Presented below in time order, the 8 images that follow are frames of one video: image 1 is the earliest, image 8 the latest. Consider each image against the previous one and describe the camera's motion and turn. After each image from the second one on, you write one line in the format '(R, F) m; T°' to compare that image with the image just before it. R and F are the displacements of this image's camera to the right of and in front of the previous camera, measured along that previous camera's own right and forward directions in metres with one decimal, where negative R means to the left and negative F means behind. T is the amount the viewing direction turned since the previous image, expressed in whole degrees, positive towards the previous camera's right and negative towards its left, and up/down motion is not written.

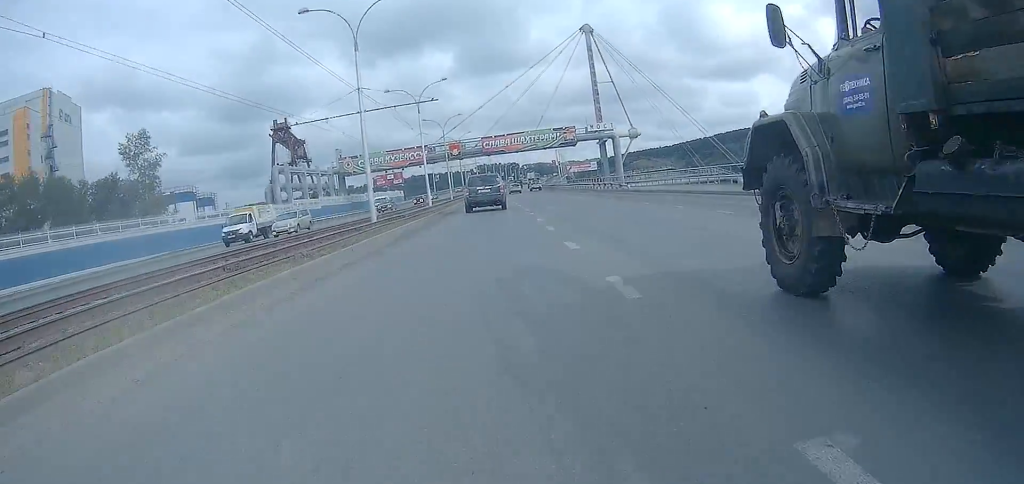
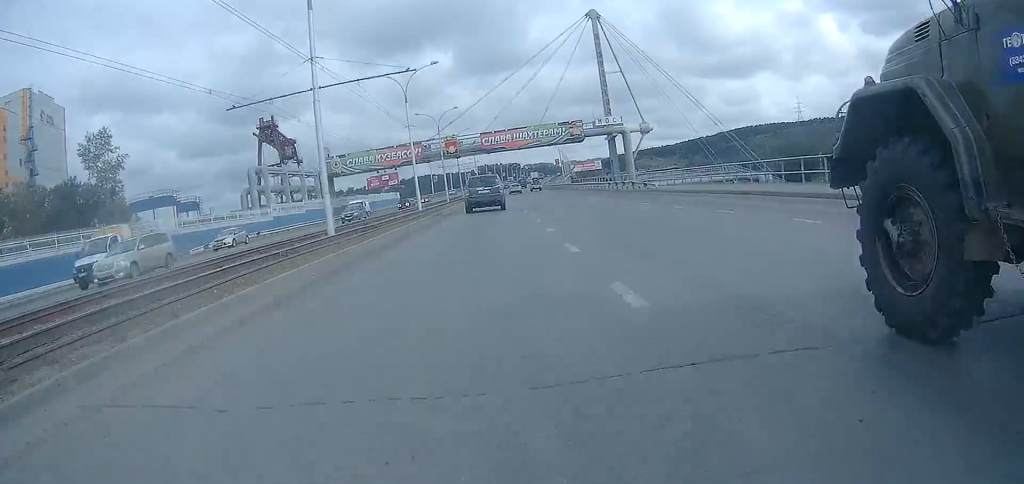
(-0.1, +9.2) m; 0°
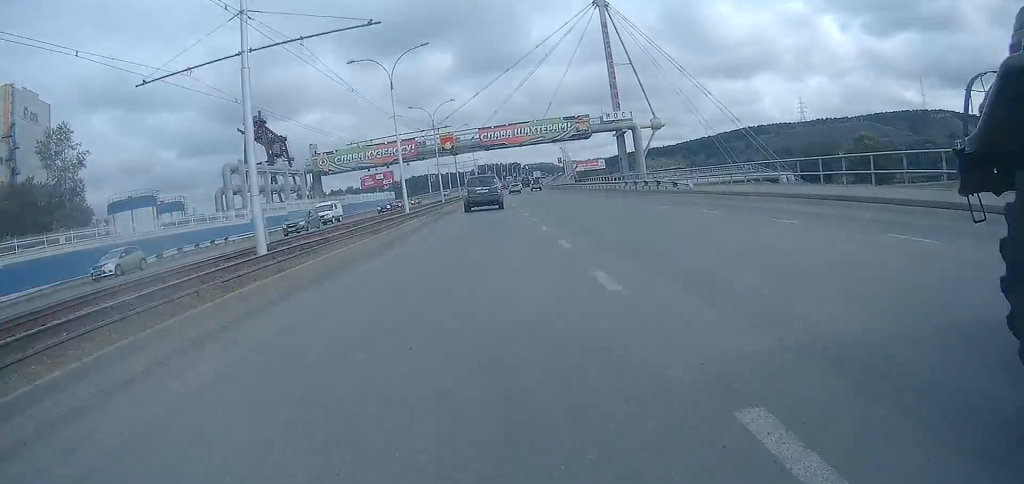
(0.0, +7.9) m; 0°
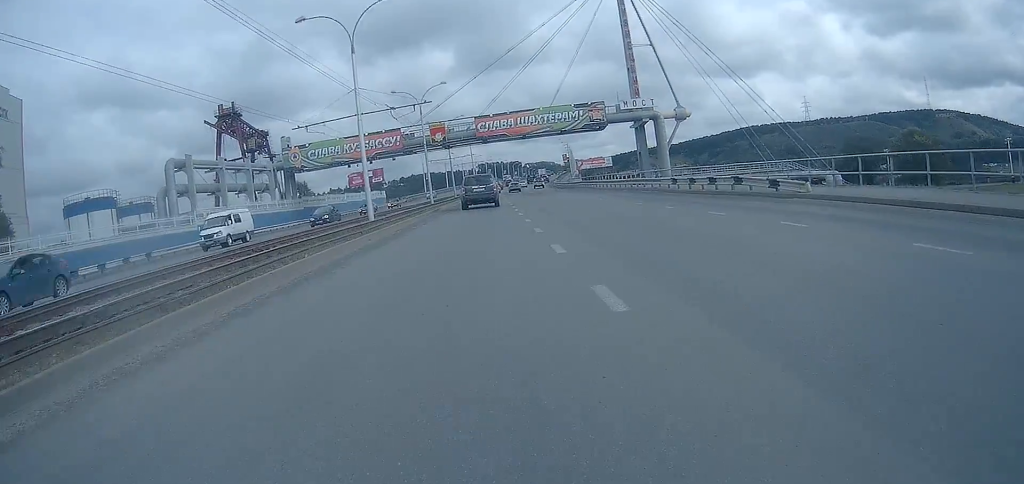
(0.0, +13.9) m; 0°
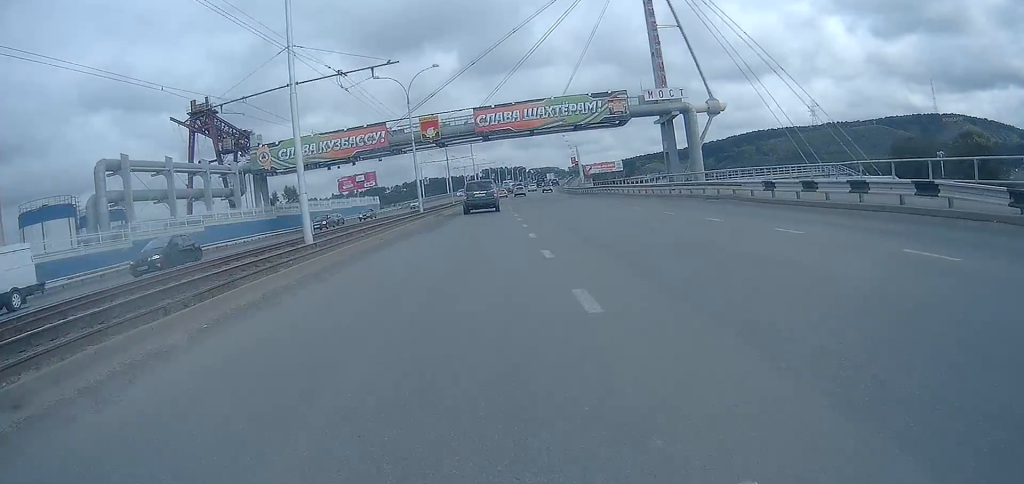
(0.0, +12.8) m; 0°
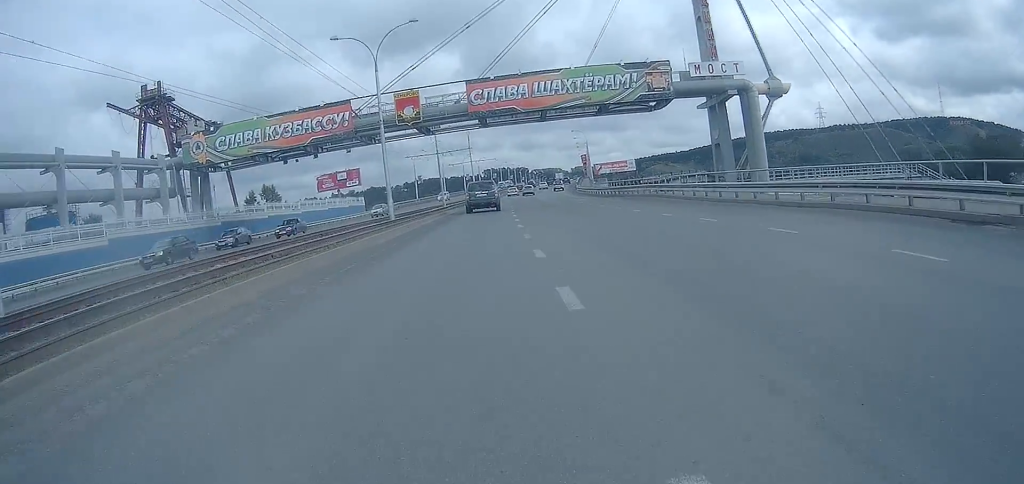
(0.0, +17.9) m; 0°
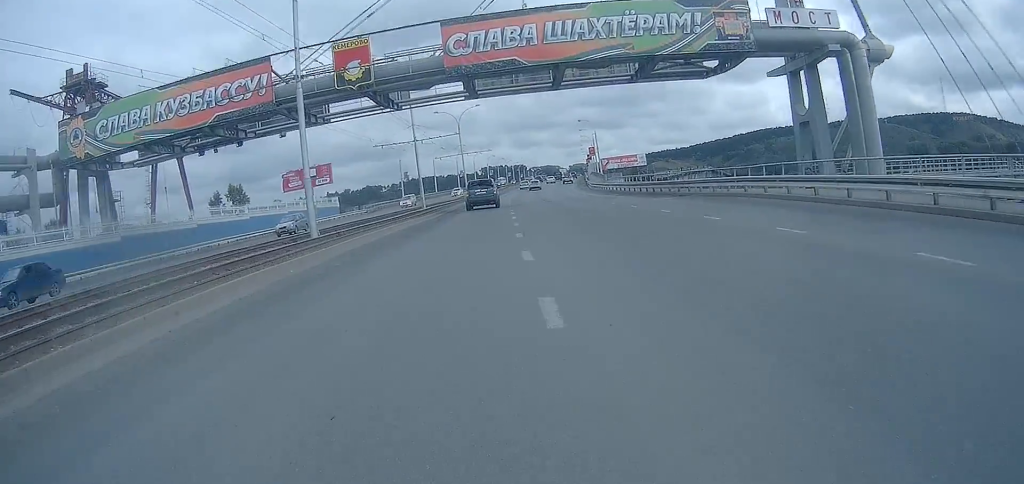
(0.0, +18.1) m; 0°
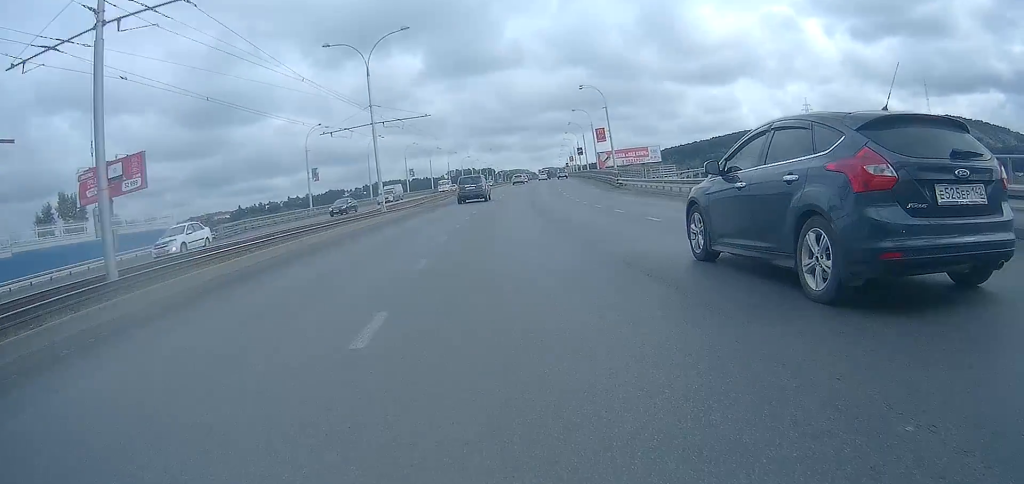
(+1.2, +46.8) m; +4°
